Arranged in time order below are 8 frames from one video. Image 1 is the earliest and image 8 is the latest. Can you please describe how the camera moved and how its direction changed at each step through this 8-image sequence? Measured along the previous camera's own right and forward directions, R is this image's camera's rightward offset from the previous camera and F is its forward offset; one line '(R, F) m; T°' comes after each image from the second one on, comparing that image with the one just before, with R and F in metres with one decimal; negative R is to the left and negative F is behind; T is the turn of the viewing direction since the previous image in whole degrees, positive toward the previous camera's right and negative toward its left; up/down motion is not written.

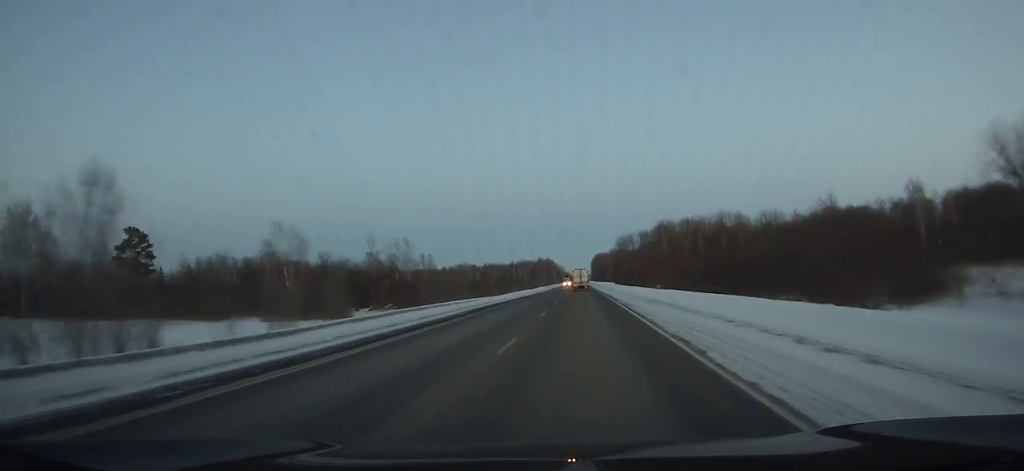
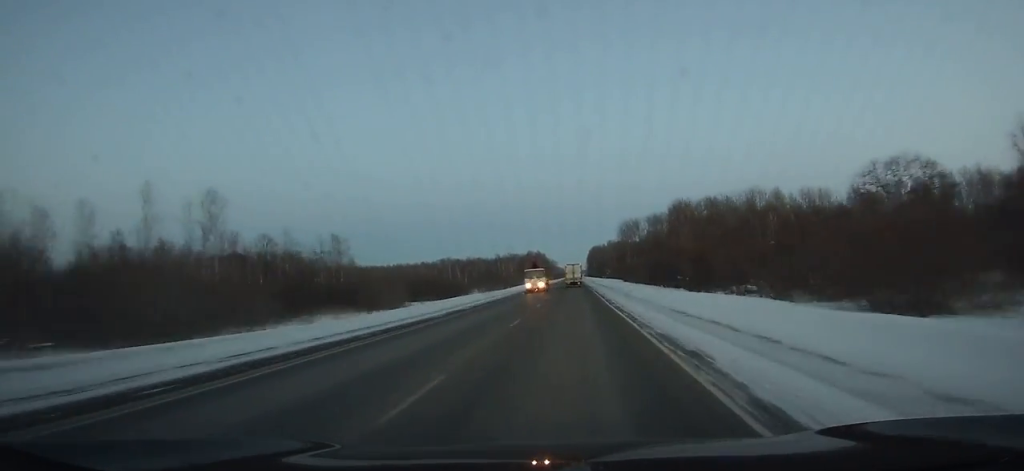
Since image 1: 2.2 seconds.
(+0.1, +55.1) m; 0°
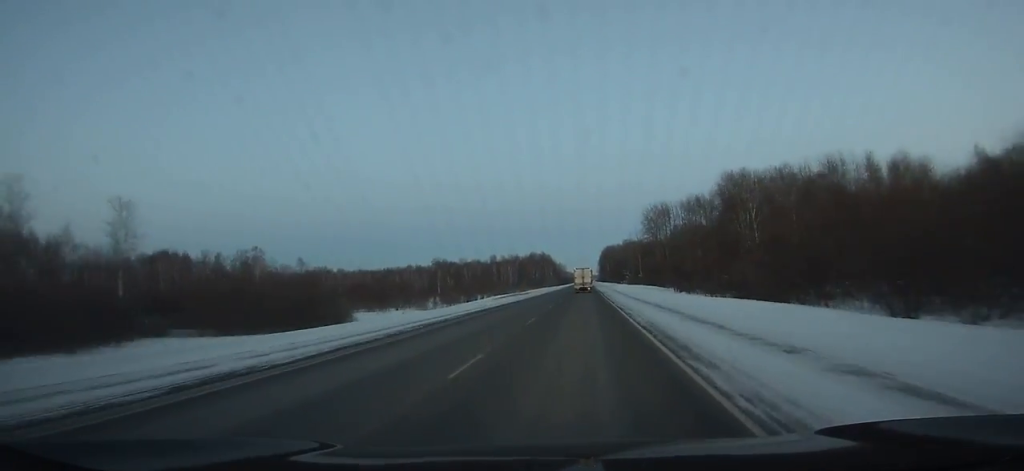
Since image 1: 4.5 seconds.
(0.0, +57.5) m; 0°
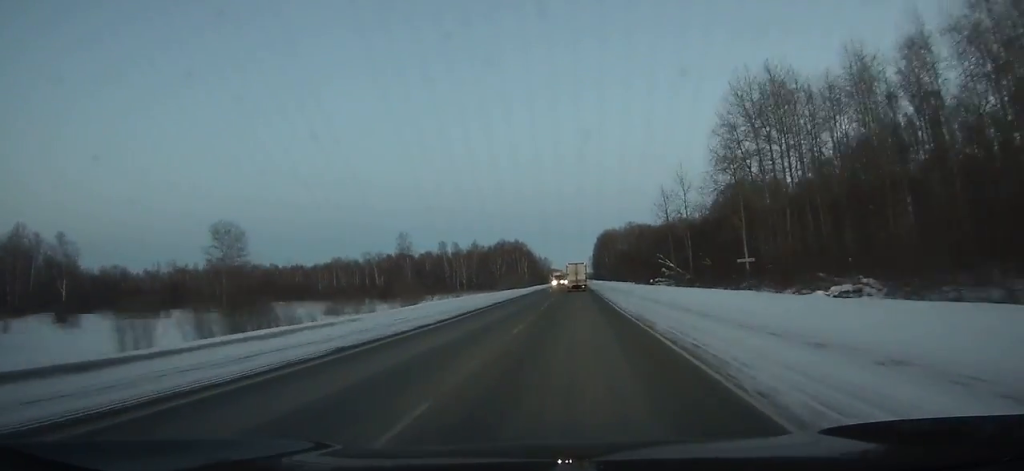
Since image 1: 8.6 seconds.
(+0.2, +102.0) m; 0°
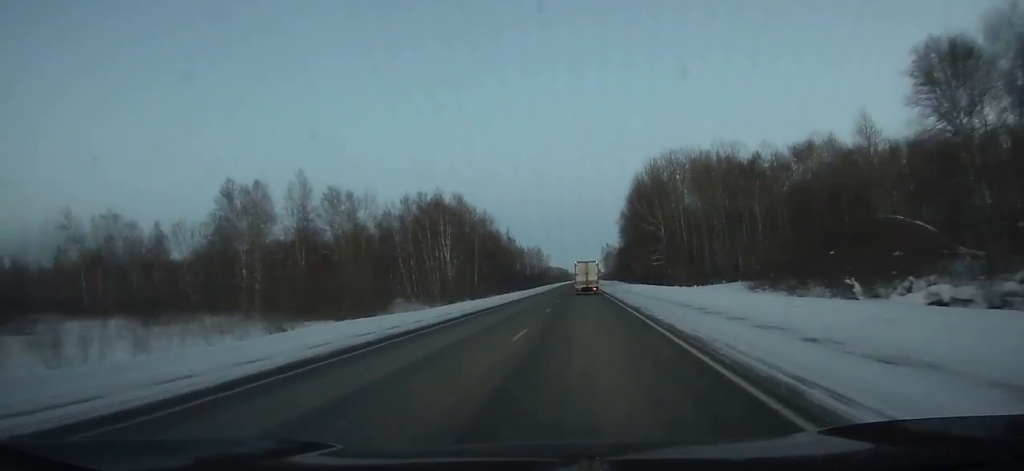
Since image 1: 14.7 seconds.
(-0.5, +148.5) m; 0°
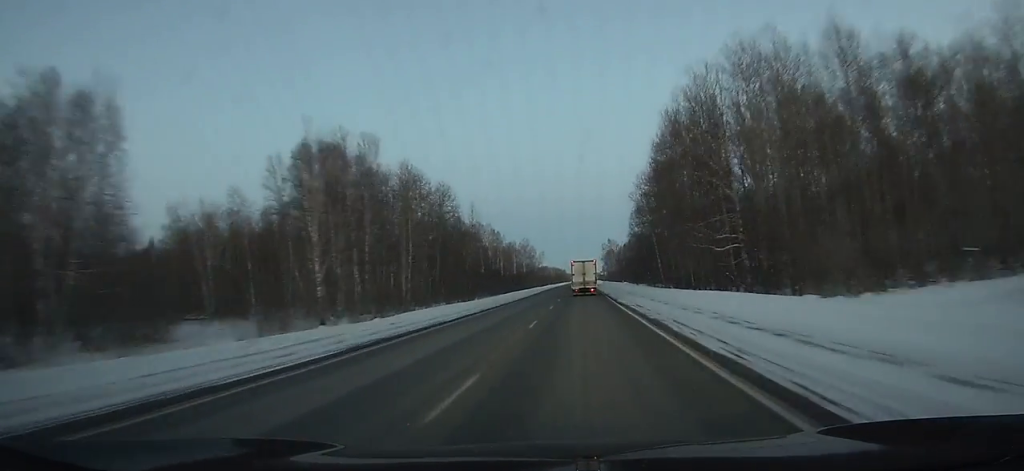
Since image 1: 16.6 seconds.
(+0.3, +45.2) m; 0°
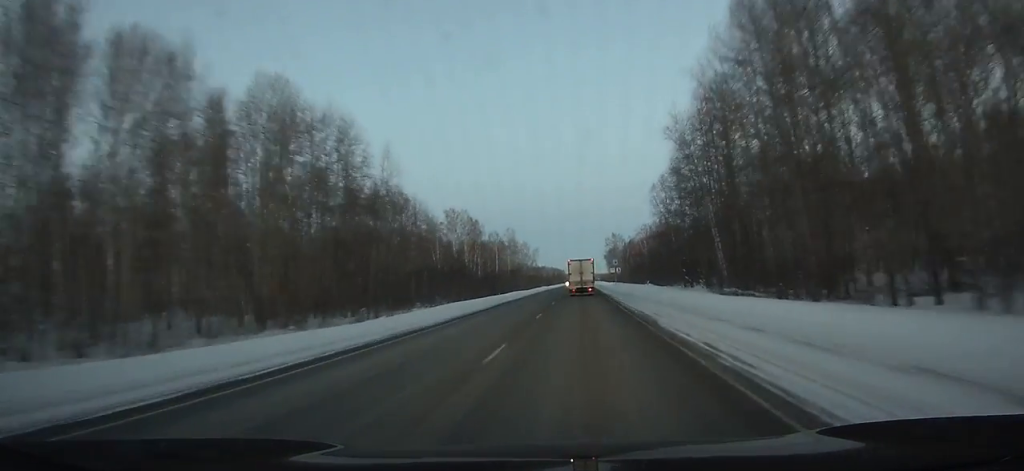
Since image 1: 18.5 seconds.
(0.0, +44.4) m; 0°
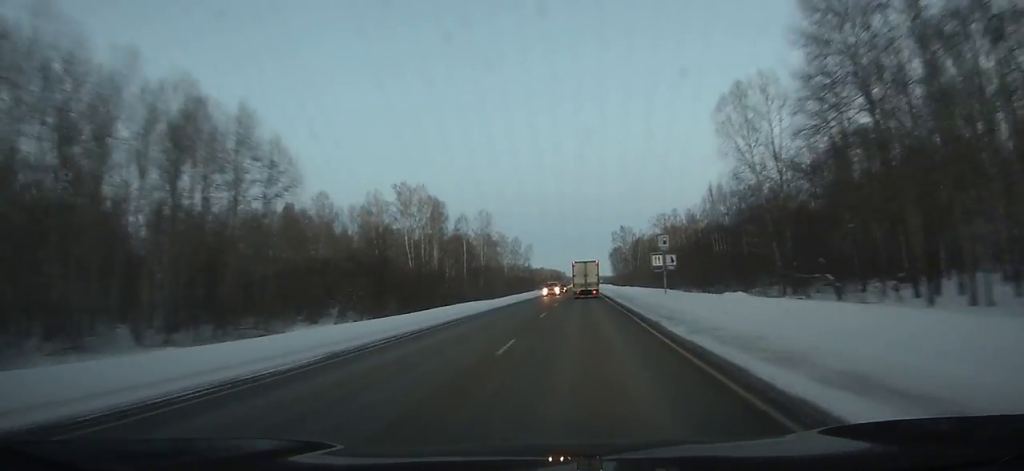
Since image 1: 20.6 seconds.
(0.0, +48.5) m; 0°
